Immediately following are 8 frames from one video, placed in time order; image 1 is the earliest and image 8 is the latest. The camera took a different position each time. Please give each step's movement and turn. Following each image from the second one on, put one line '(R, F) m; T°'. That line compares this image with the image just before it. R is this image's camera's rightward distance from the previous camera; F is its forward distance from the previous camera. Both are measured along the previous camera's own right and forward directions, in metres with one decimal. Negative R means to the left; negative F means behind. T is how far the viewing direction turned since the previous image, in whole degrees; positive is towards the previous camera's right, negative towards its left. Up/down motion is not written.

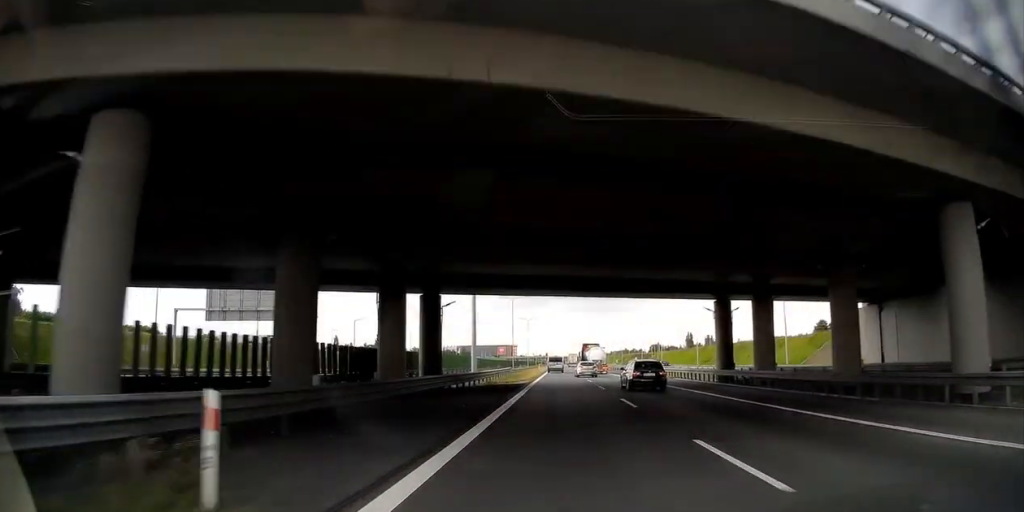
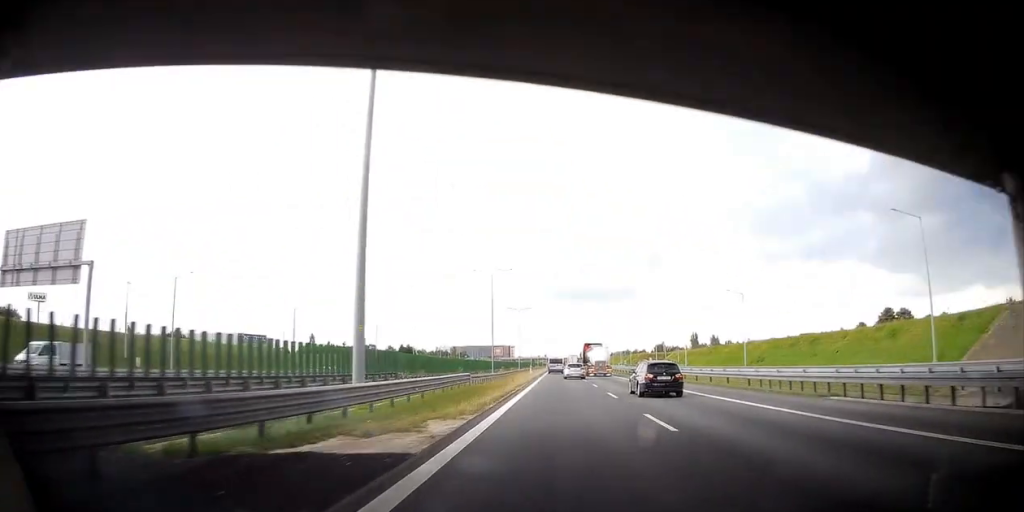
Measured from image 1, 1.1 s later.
(0.0, +29.8) m; 0°
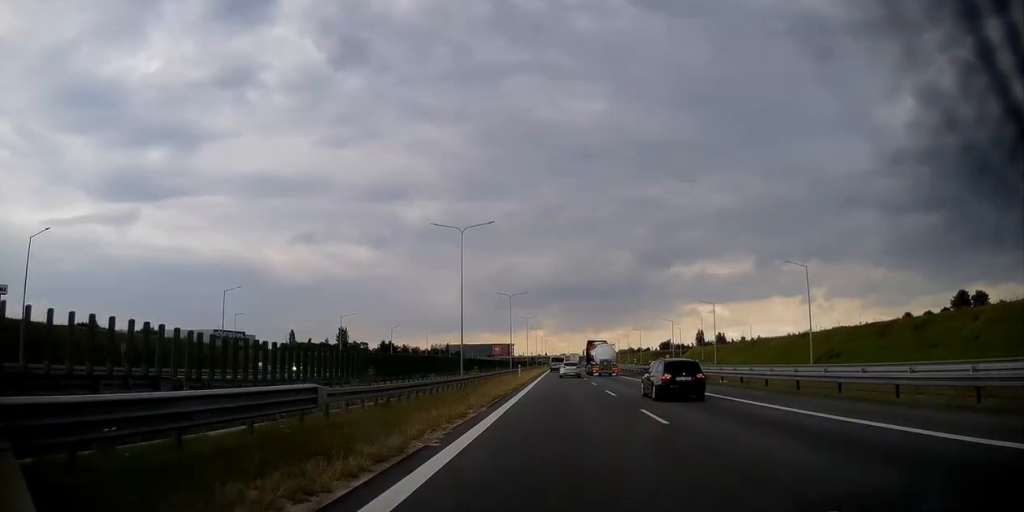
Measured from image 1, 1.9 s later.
(+0.2, +22.6) m; 0°
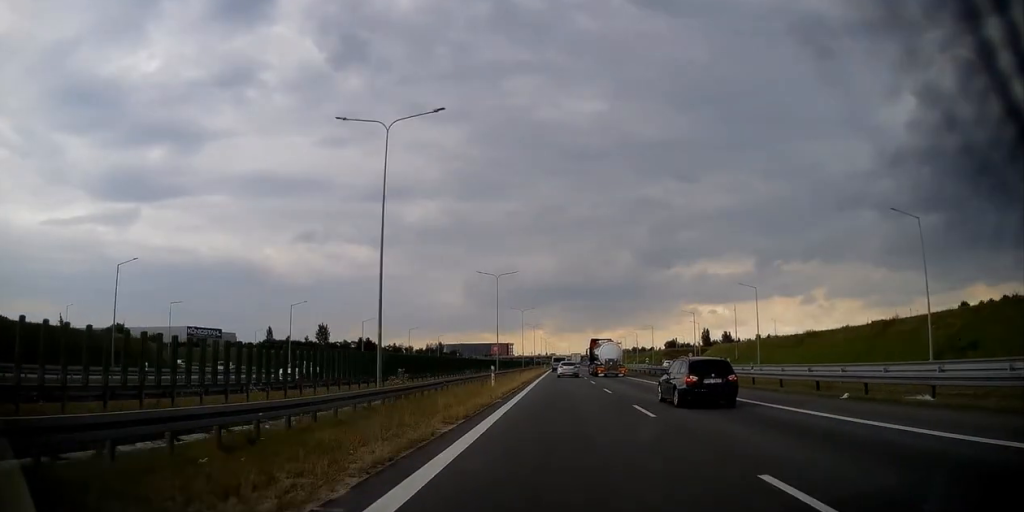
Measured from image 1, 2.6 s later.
(0.0, +21.8) m; 0°
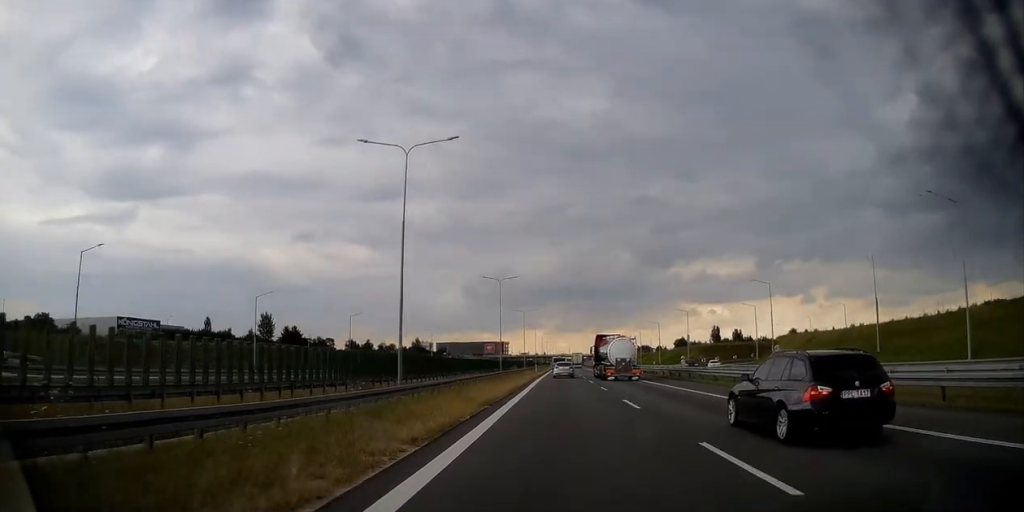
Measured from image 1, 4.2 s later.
(-0.2, +44.4) m; -1°
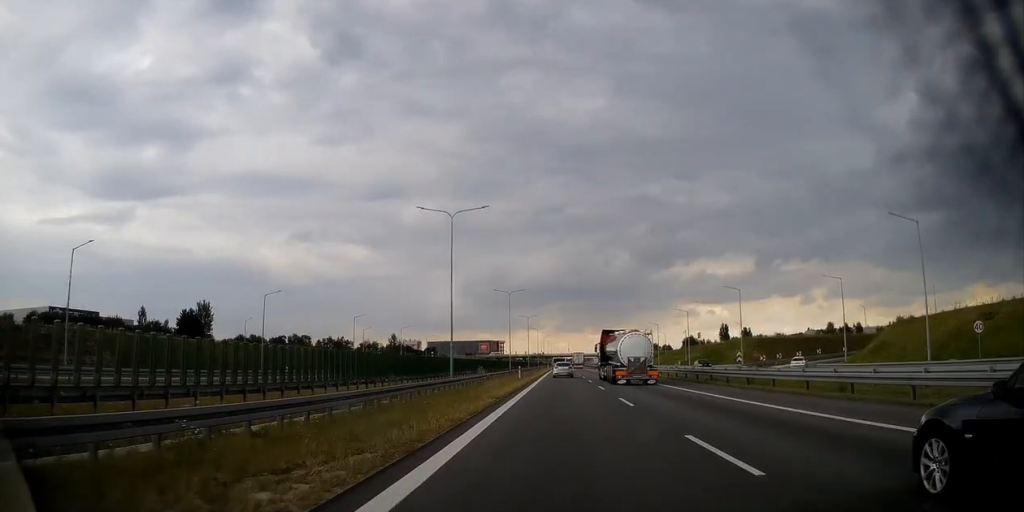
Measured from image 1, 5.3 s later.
(-0.4, +34.4) m; 0°
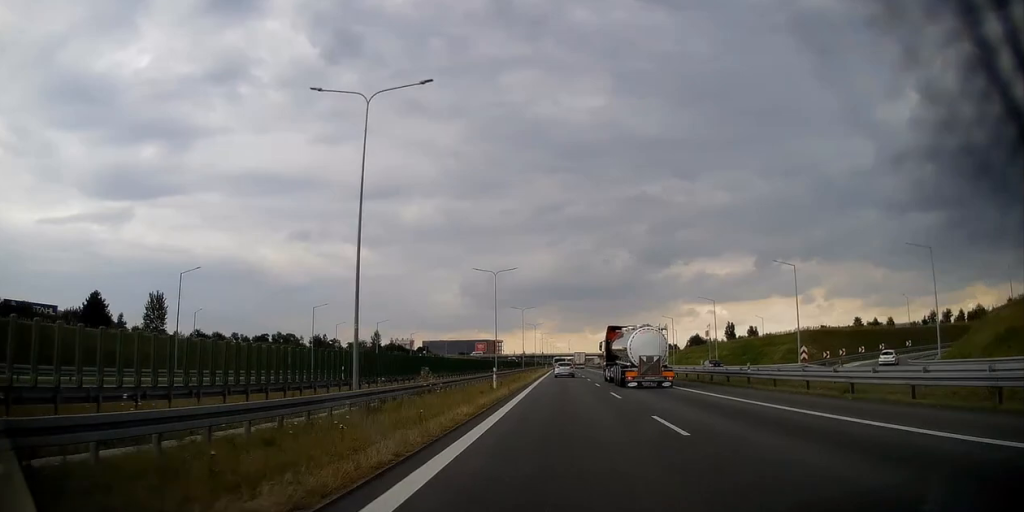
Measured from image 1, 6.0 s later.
(+0.3, +19.9) m; 0°
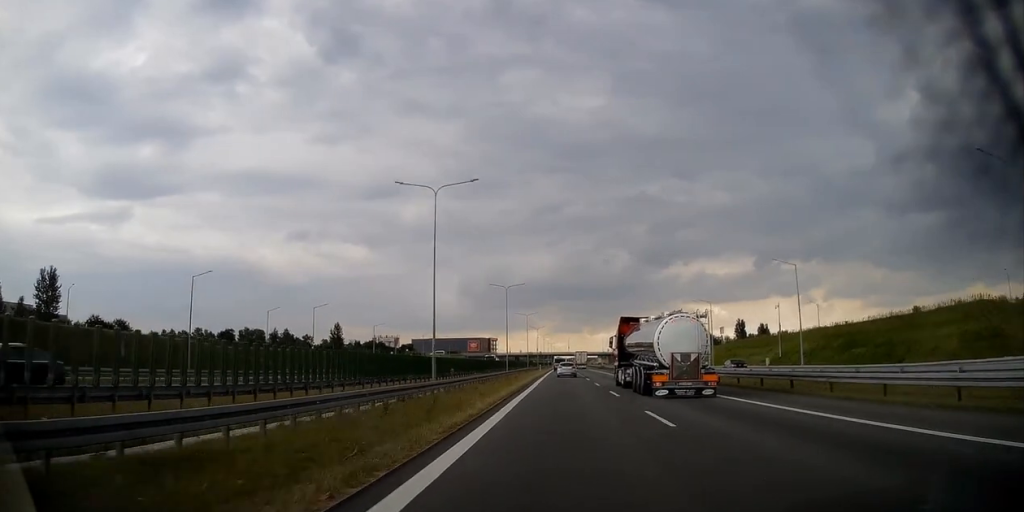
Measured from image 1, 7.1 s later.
(-0.1, +34.2) m; 0°
